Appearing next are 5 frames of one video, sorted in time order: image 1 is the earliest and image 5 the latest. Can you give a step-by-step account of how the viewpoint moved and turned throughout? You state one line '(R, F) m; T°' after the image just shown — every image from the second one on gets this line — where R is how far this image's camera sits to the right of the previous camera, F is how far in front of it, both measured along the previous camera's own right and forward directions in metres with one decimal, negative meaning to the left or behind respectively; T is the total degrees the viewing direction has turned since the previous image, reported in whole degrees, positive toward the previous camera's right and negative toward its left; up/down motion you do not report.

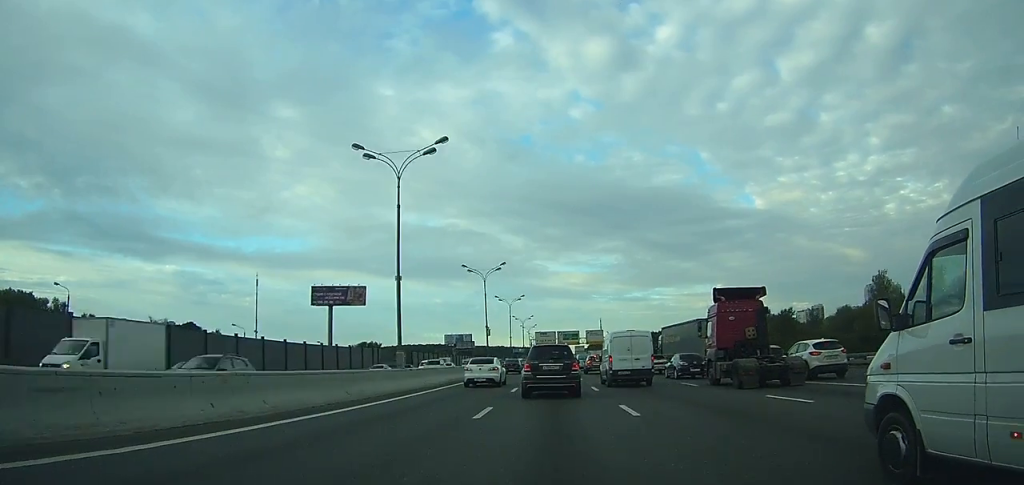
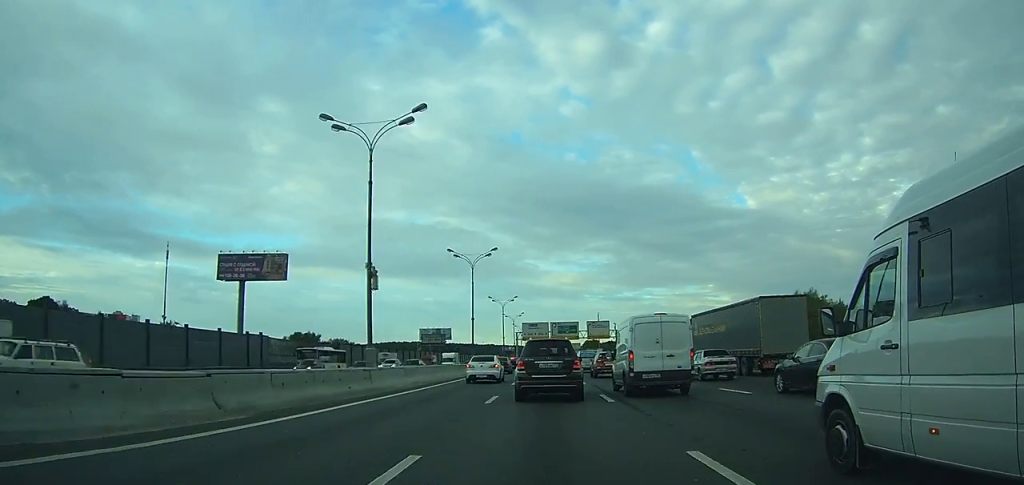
(-0.2, +40.1) m; -1°
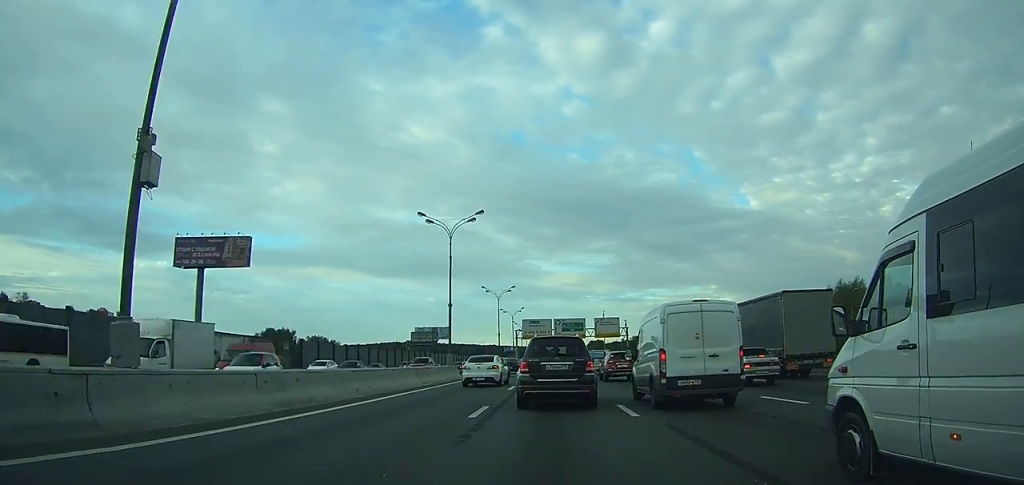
(0.0, +16.6) m; -1°
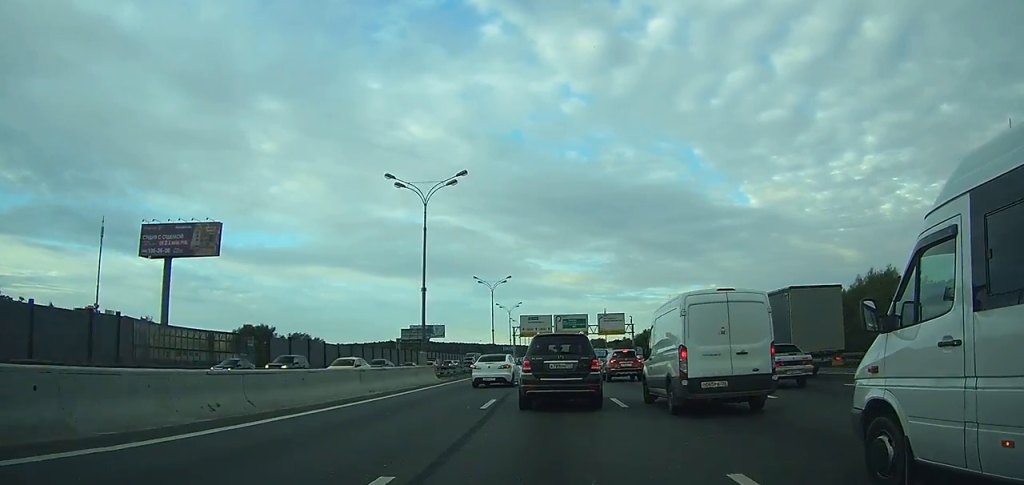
(-0.1, +10.9) m; 0°
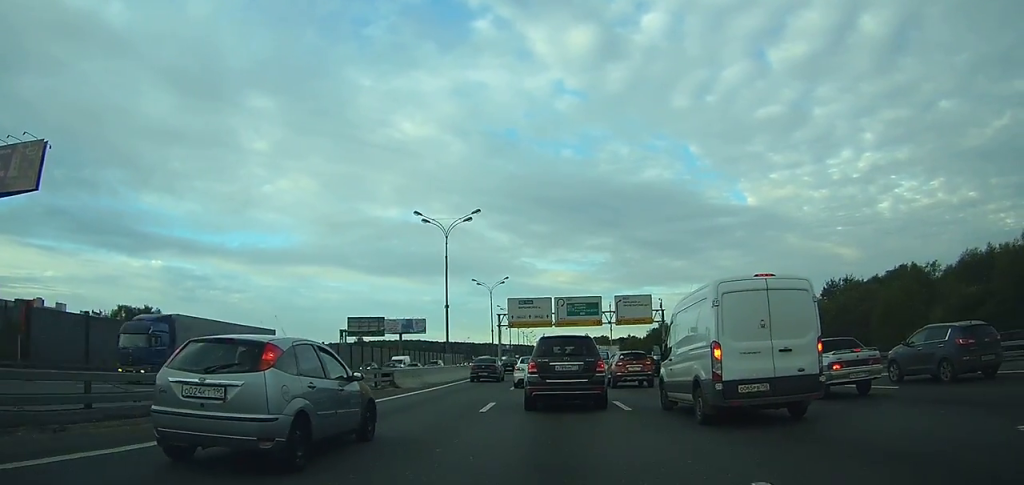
(+0.5, +38.4) m; +2°
